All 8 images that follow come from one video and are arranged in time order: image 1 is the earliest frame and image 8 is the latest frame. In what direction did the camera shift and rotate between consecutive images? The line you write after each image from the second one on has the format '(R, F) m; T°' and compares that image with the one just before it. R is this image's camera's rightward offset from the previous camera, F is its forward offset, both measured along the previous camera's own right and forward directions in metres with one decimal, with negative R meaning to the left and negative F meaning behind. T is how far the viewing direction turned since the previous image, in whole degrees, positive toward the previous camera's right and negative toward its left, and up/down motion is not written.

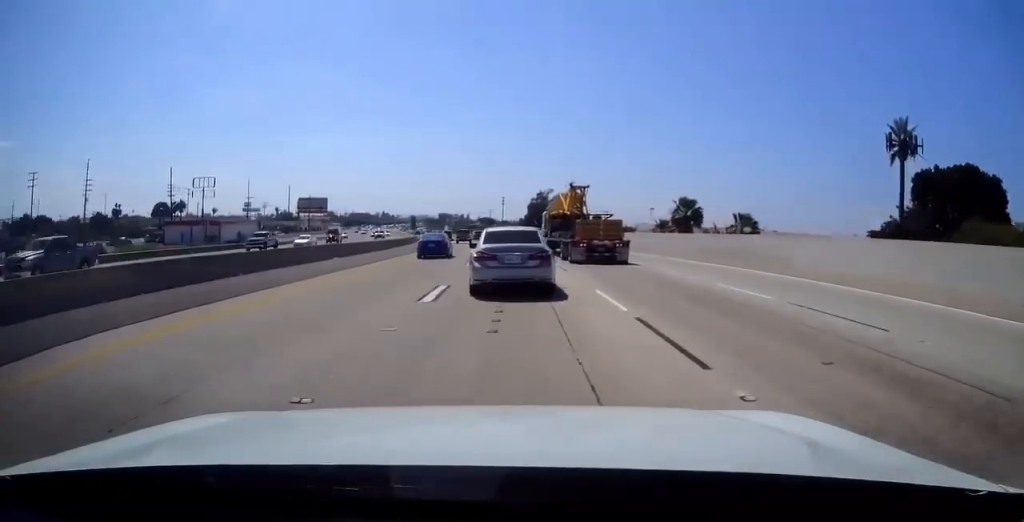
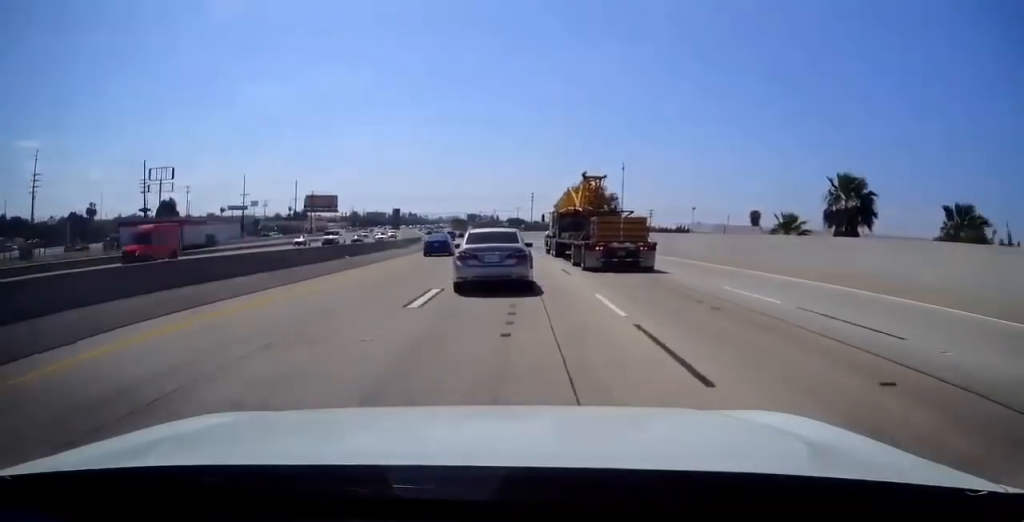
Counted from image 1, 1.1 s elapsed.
(-0.8, +29.7) m; -2°
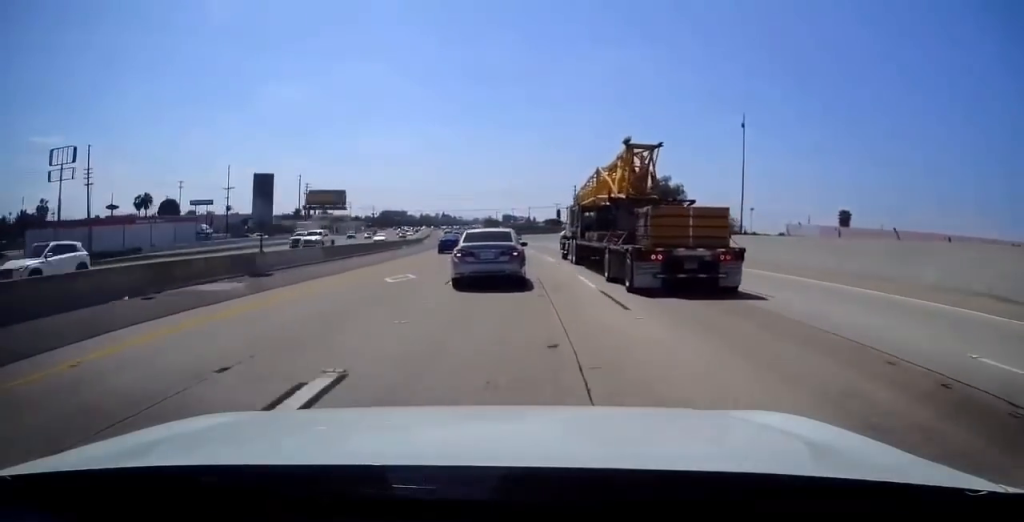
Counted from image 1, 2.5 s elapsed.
(-0.7, +37.8) m; -2°
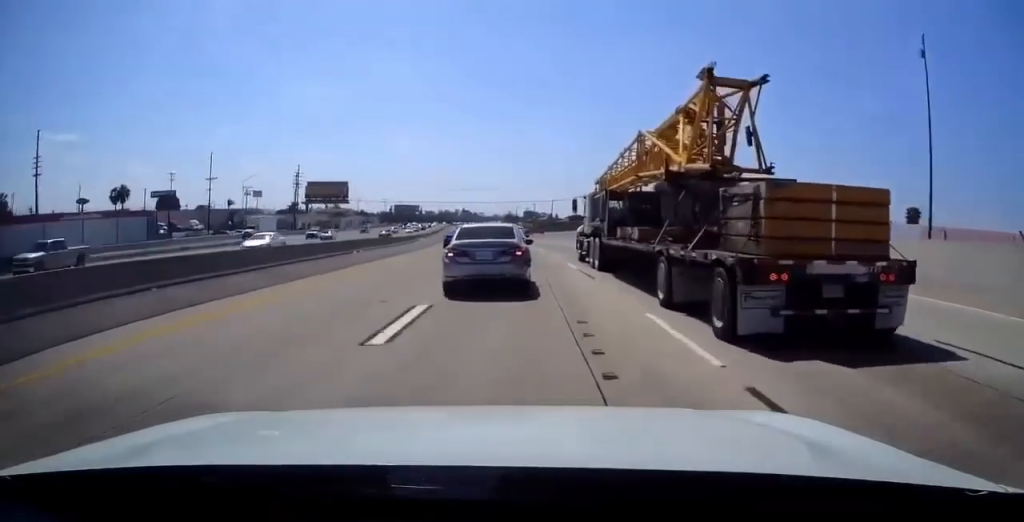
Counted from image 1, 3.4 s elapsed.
(-0.1, +23.0) m; 0°
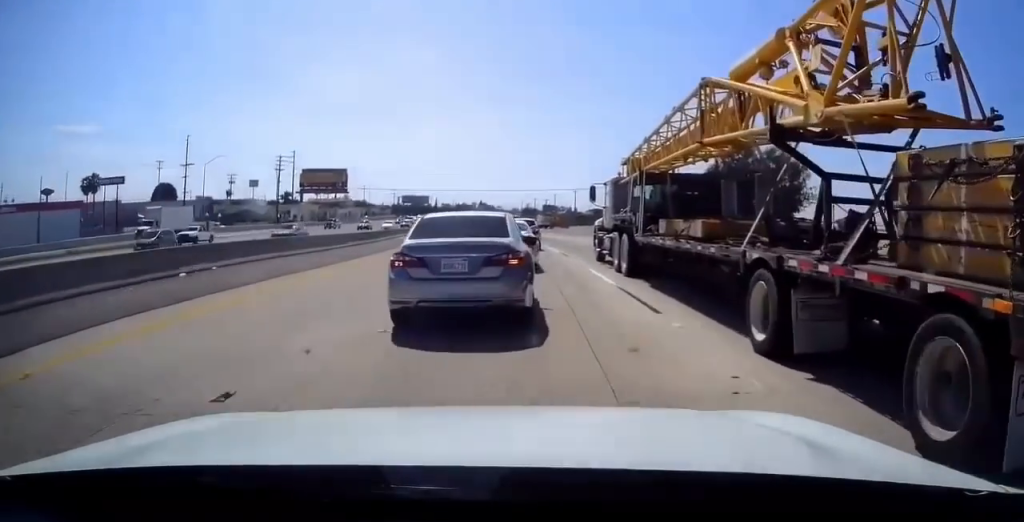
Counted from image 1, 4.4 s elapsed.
(0.0, +23.2) m; +1°
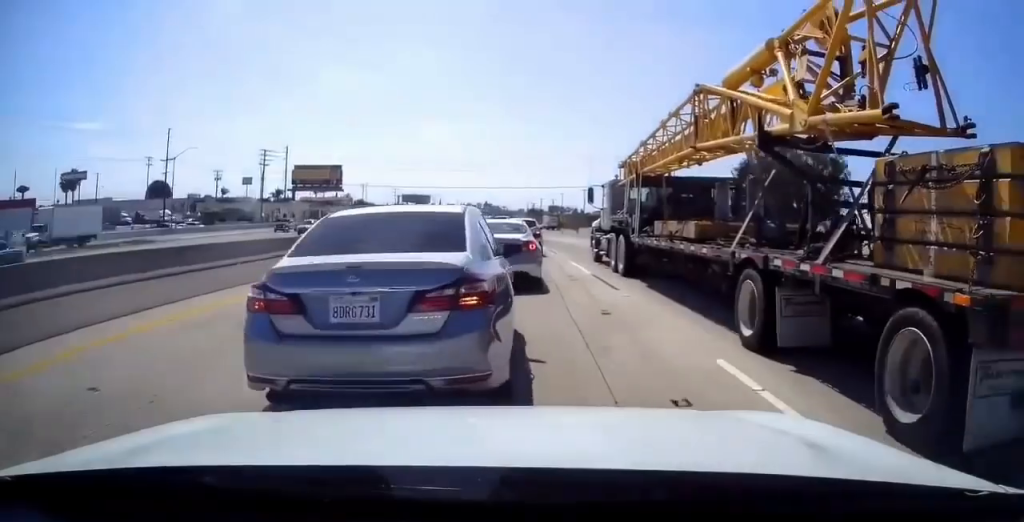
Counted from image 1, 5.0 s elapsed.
(+0.1, +15.2) m; +1°
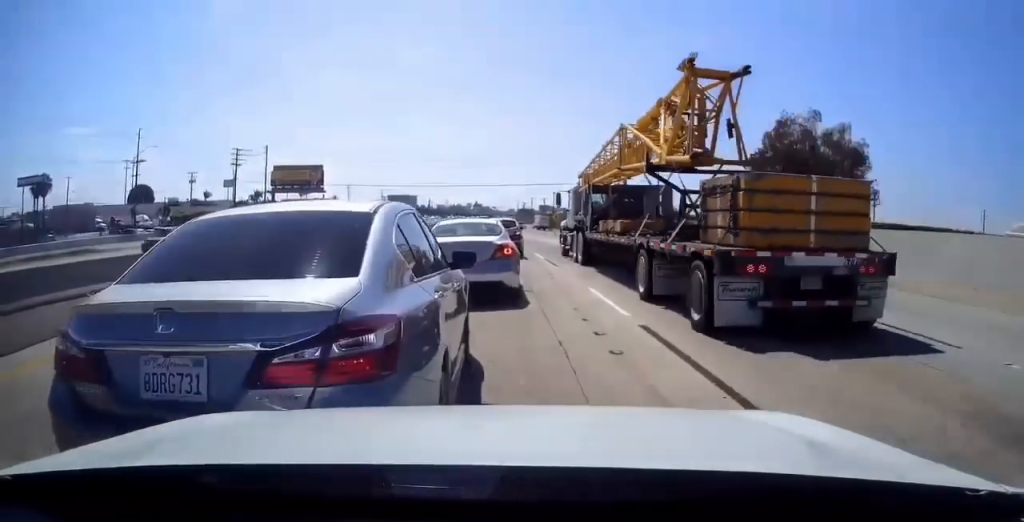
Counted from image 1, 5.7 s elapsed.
(+0.2, +15.7) m; +1°
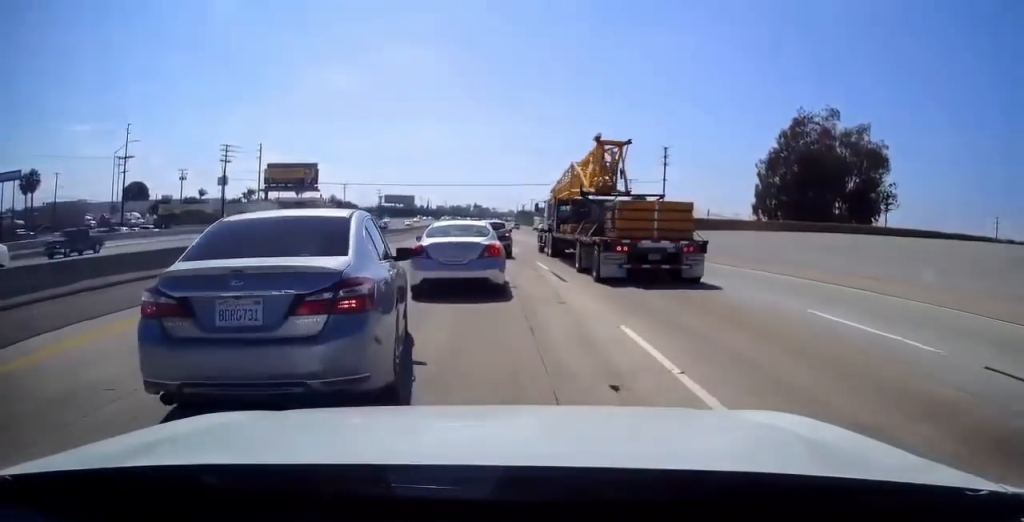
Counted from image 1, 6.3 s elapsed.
(0.0, +14.7) m; 0°
